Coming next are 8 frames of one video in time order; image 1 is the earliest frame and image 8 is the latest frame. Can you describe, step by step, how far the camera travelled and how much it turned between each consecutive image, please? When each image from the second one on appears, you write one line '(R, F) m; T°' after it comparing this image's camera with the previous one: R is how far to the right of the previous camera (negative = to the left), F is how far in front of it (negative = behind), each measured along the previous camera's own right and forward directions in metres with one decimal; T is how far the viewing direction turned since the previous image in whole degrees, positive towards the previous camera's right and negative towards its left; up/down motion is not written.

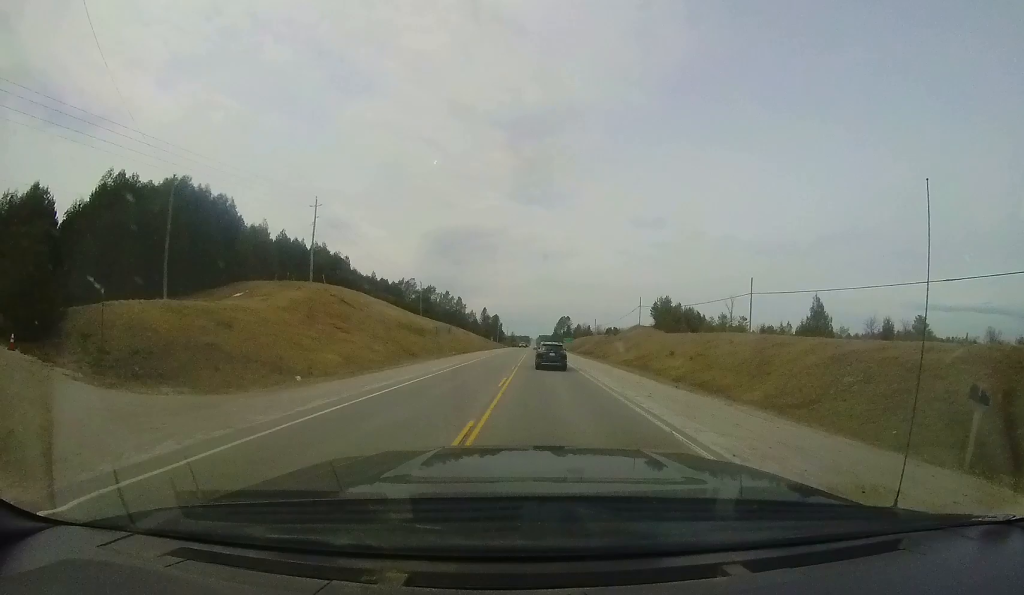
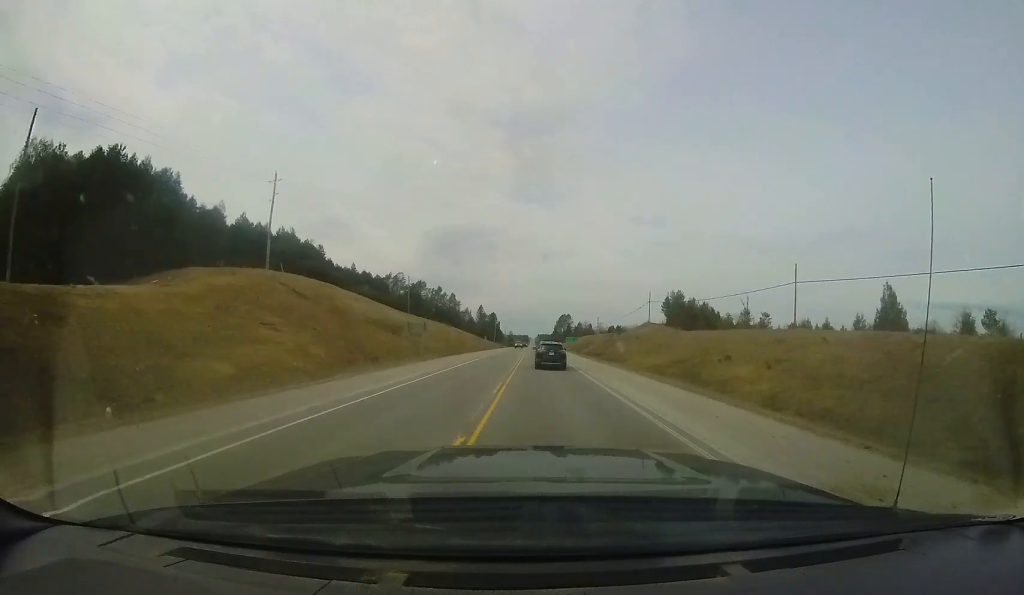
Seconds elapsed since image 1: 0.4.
(+0.1, +10.3) m; 0°
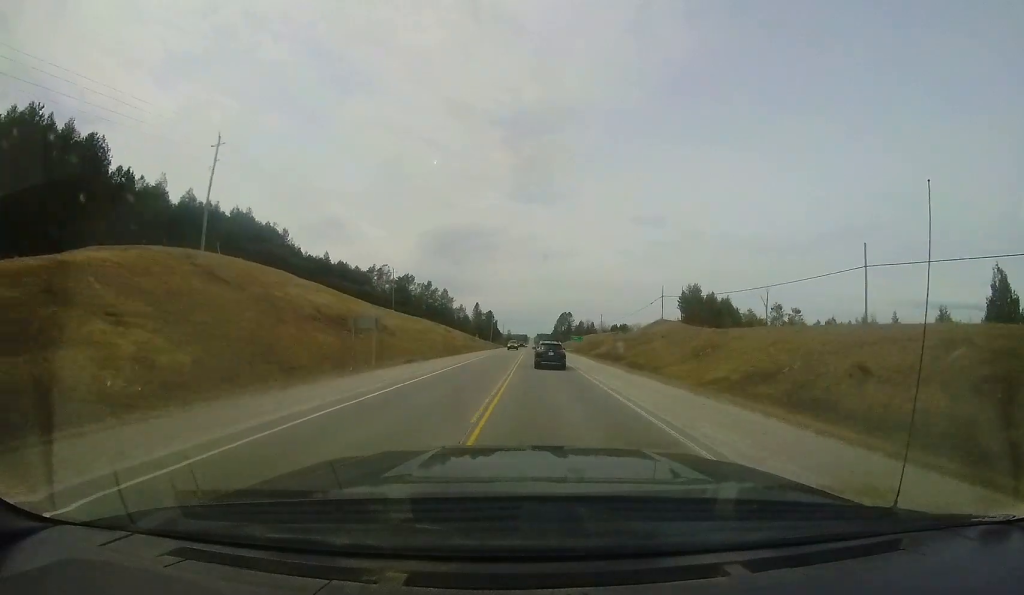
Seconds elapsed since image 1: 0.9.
(-0.1, +11.1) m; 0°
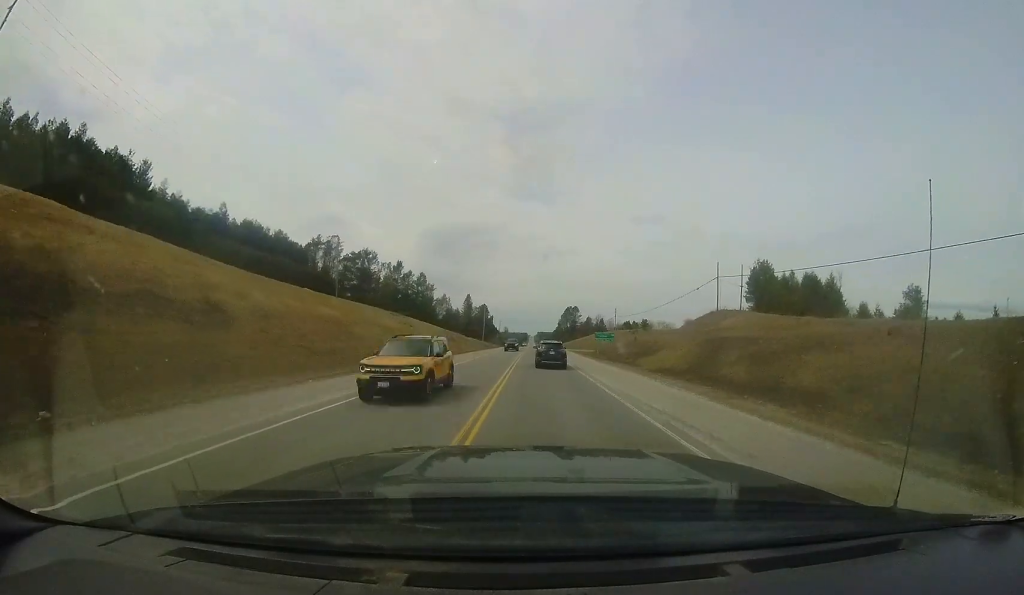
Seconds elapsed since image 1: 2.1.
(-0.2, +27.9) m; 0°
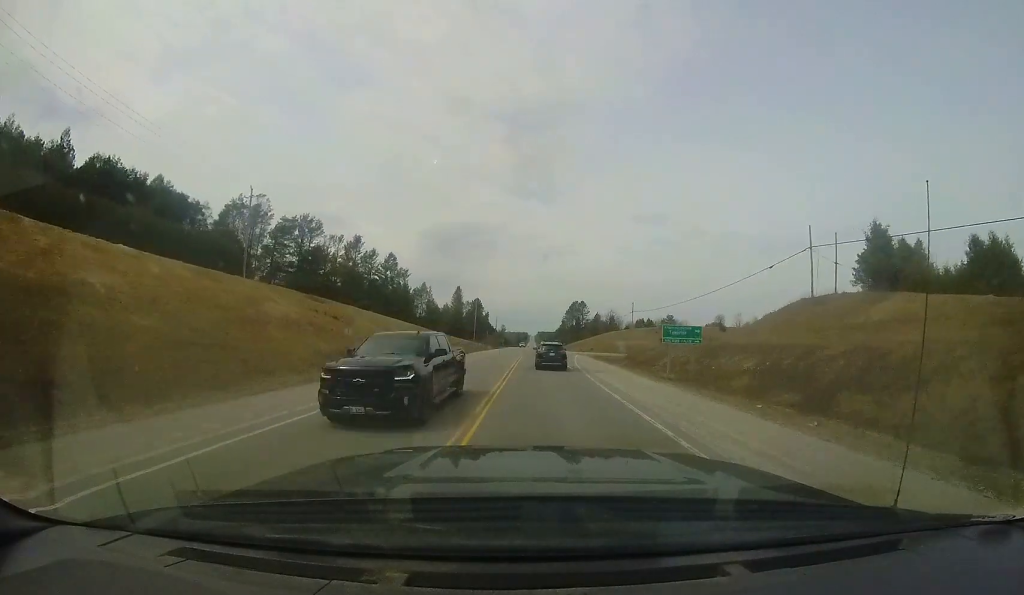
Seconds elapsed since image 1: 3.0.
(0.0, +23.2) m; 0°
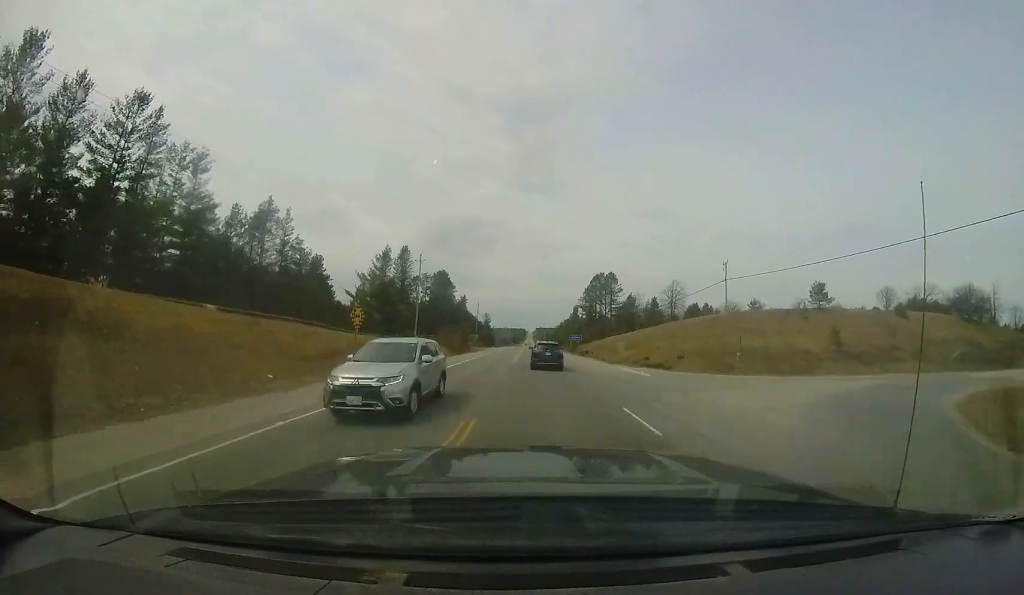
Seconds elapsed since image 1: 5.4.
(-0.5, +58.3) m; -2°
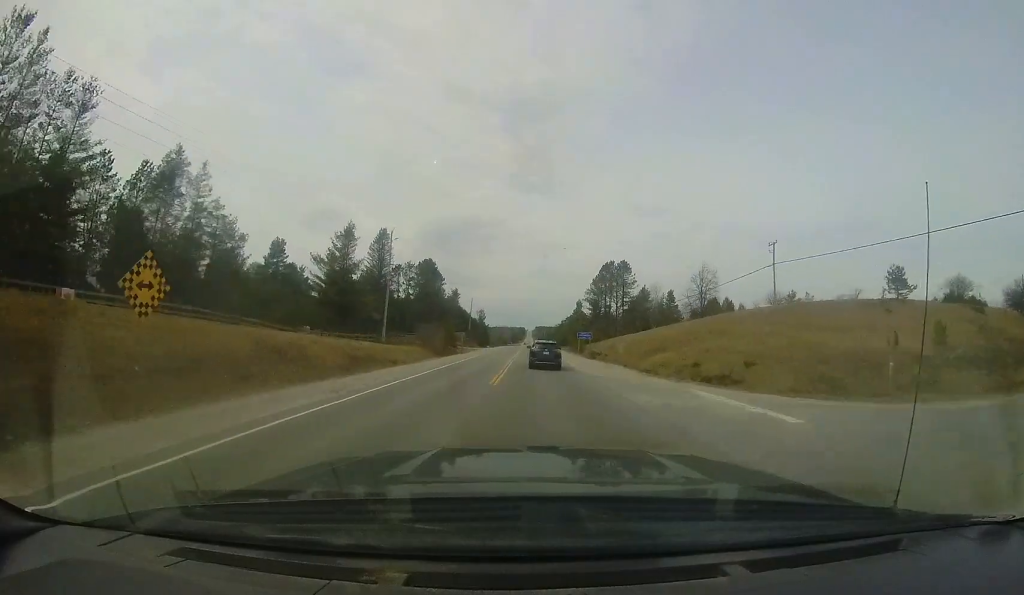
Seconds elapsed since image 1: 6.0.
(-0.1, +12.9) m; +1°
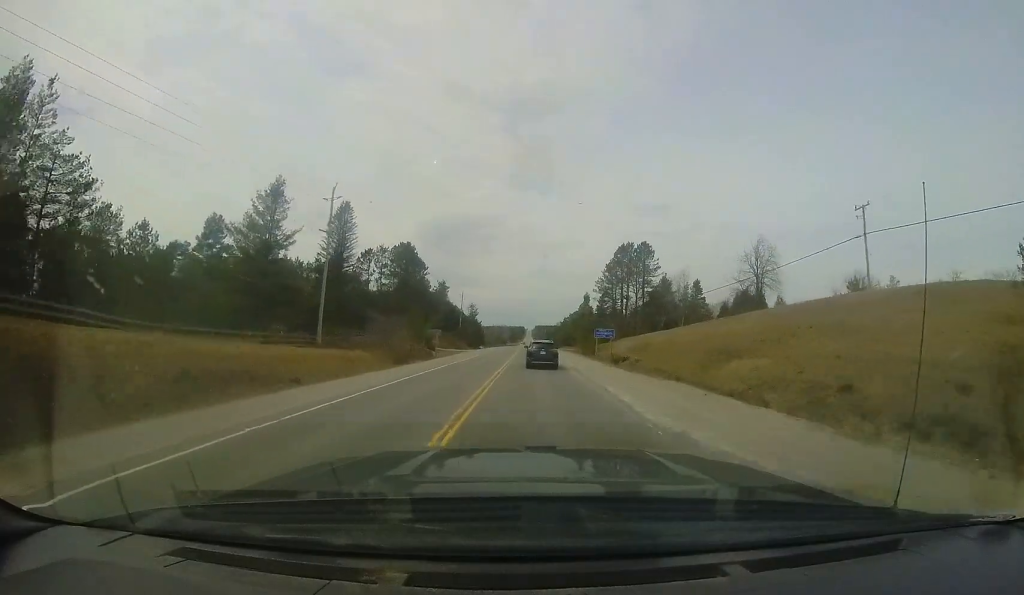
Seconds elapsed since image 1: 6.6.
(-0.1, +15.3) m; +1°
